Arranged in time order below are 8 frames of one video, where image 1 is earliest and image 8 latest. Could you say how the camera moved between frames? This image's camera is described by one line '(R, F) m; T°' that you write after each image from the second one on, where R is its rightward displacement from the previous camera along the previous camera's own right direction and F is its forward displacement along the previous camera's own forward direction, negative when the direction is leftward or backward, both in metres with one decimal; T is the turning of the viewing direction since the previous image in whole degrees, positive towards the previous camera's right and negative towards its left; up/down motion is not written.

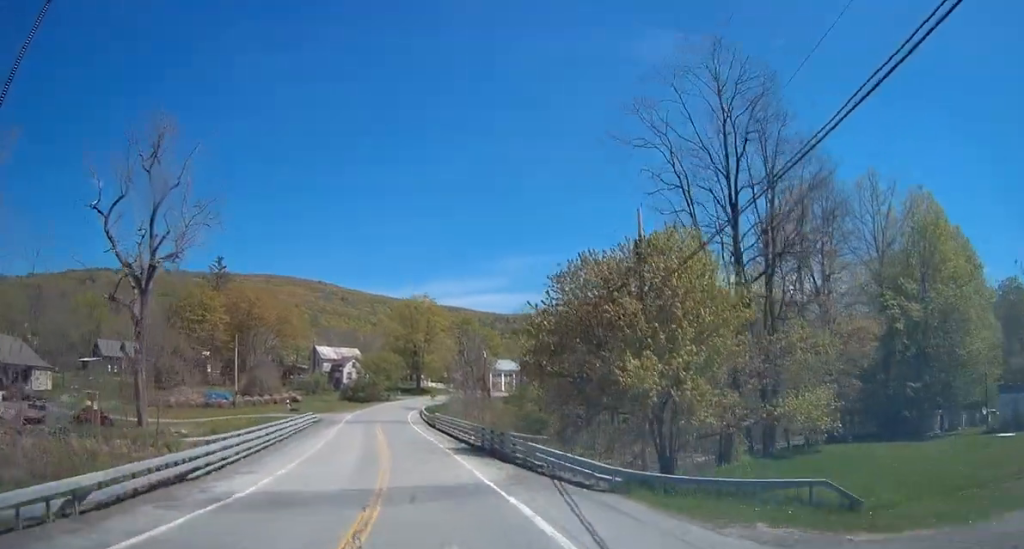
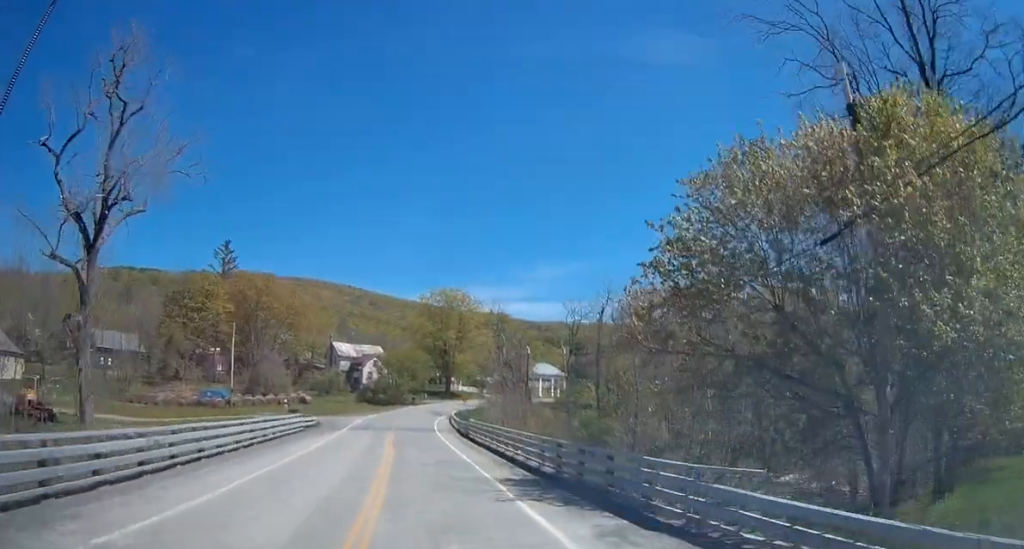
(-0.3, +14.0) m; -3°
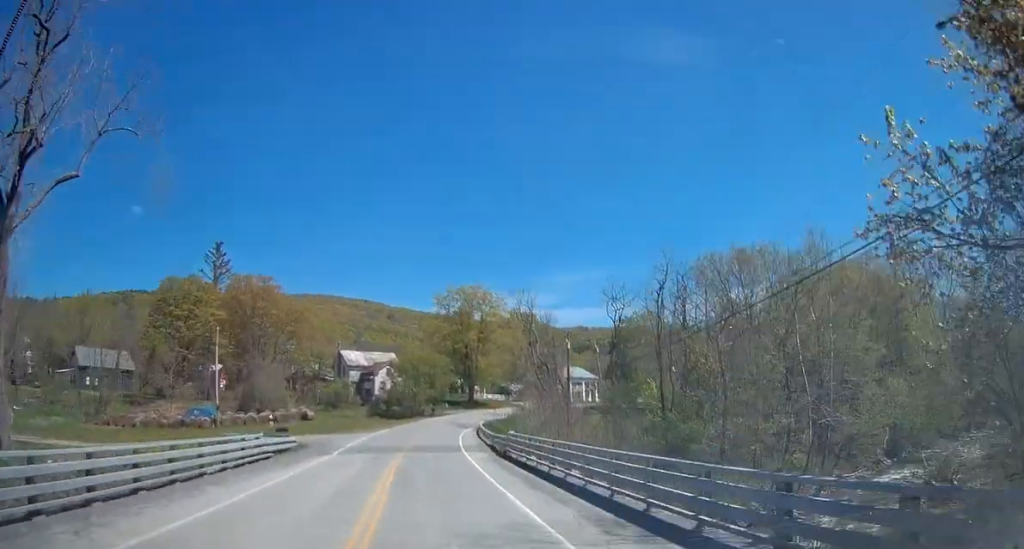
(-0.2, +12.0) m; -2°
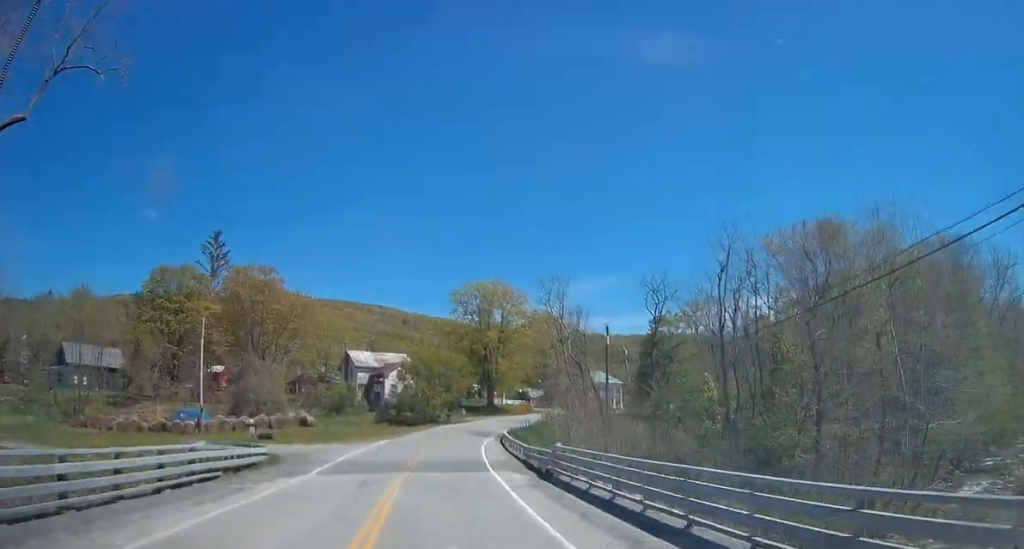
(-0.1, +8.2) m; -1°
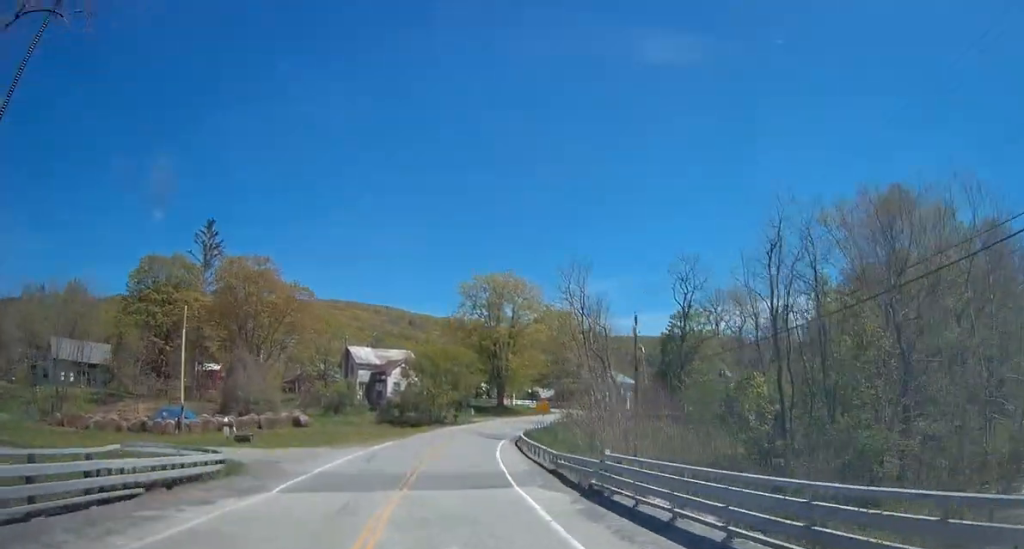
(0.0, +5.8) m; 0°
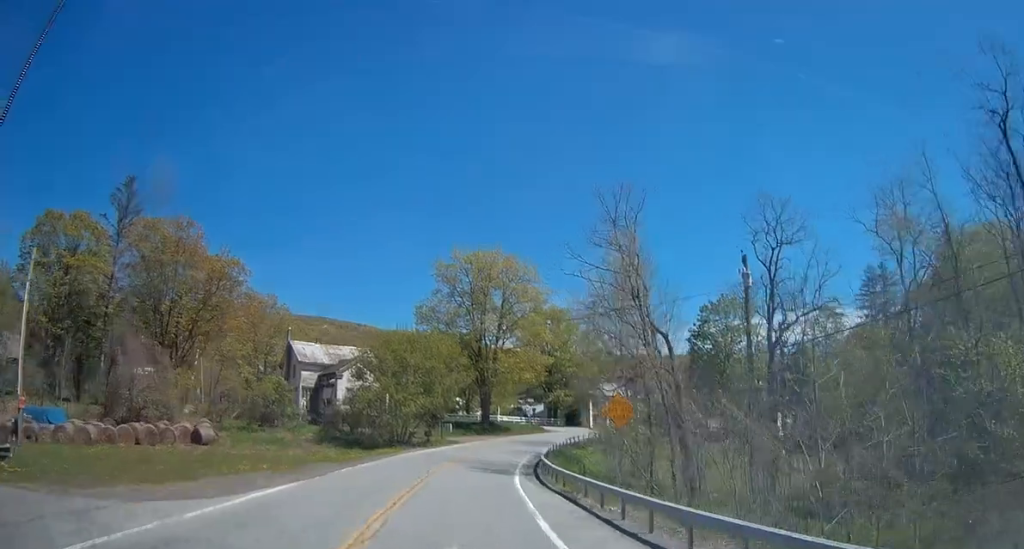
(+0.2, +20.2) m; +2°
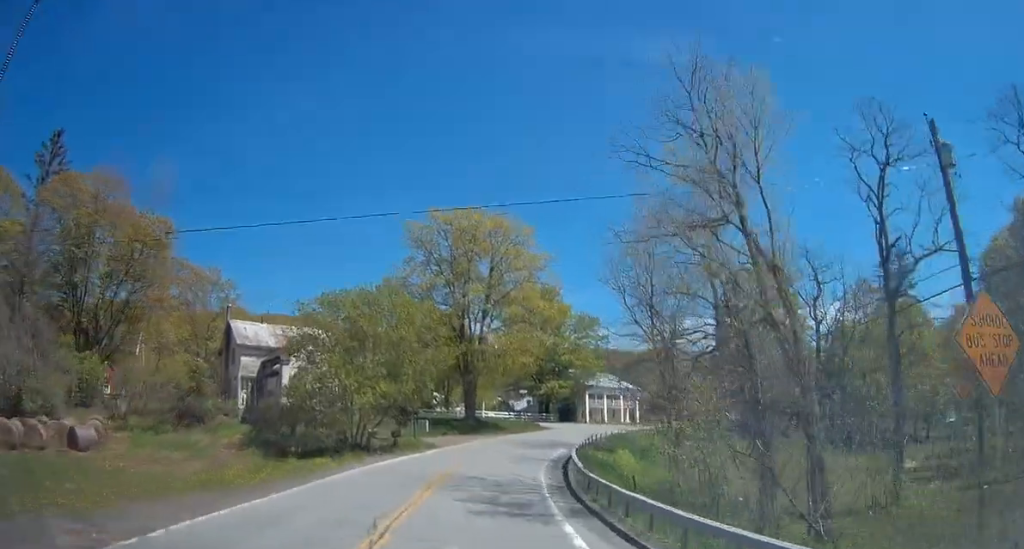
(+0.2, +13.3) m; +3°
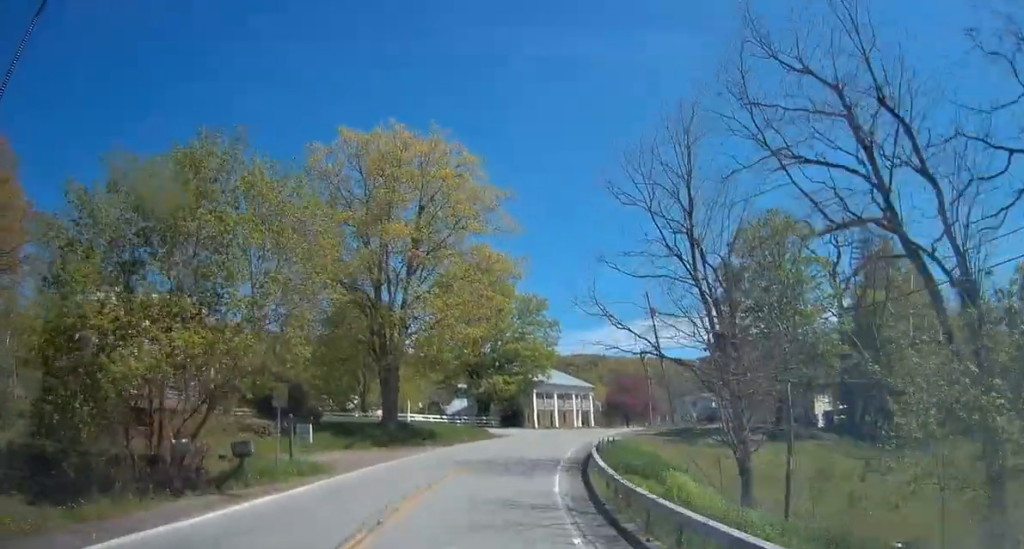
(+0.8, +16.7) m; +7°
